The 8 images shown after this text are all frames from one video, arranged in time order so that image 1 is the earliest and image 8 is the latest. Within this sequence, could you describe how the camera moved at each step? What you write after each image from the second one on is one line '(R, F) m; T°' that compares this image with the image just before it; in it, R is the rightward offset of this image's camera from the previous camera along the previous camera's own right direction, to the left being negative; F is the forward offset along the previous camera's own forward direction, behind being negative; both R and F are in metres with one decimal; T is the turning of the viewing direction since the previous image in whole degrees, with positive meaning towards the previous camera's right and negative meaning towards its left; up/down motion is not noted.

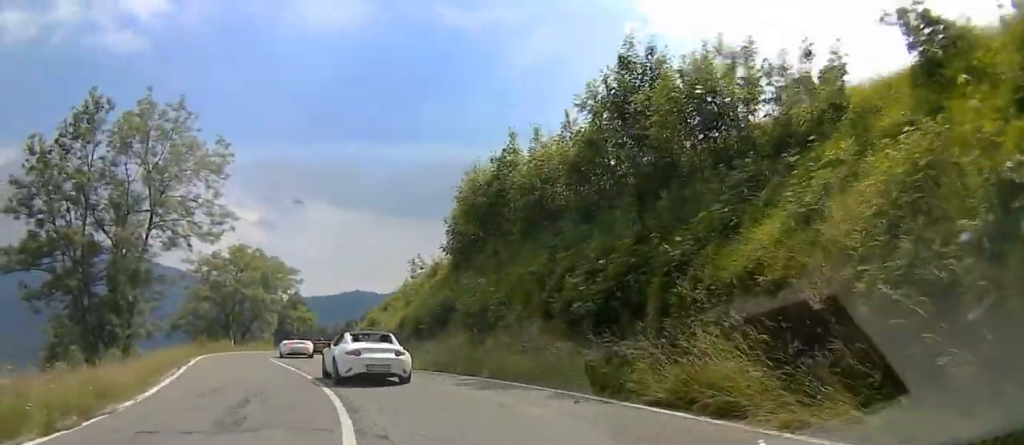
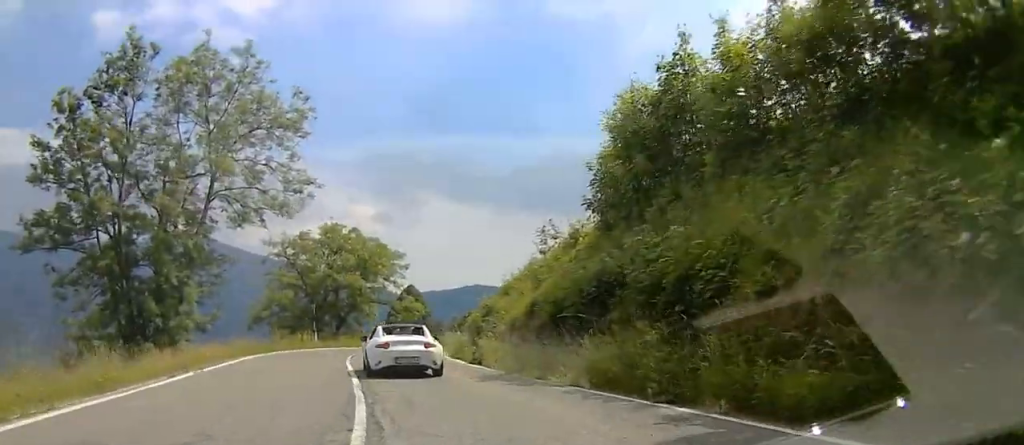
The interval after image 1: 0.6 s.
(0.0, +6.7) m; 0°
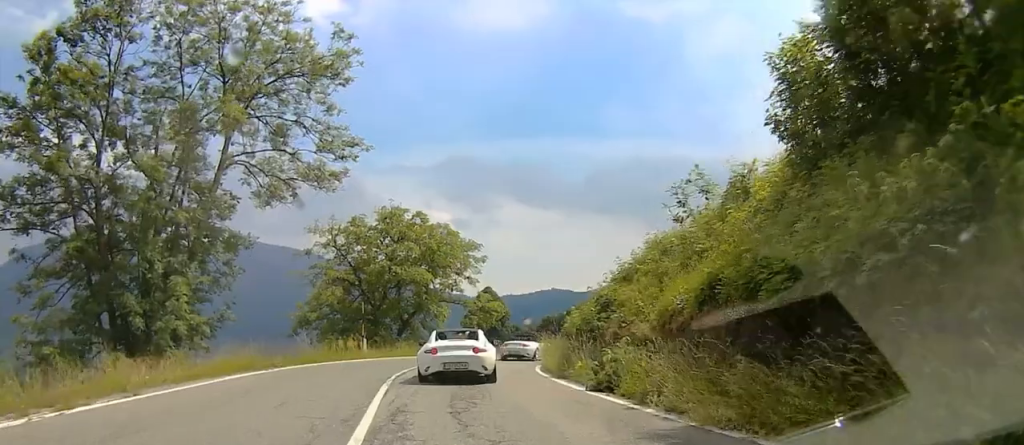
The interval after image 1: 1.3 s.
(0.0, +6.4) m; 0°
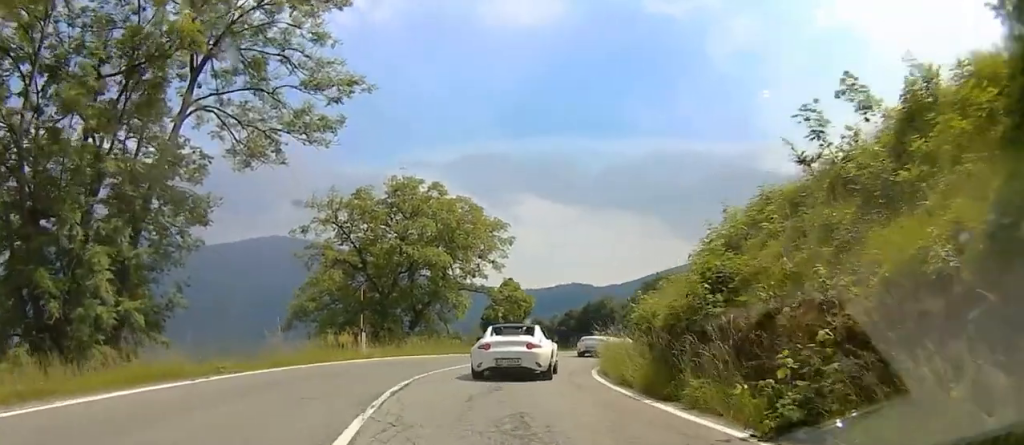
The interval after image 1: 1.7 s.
(0.0, +4.9) m; 0°
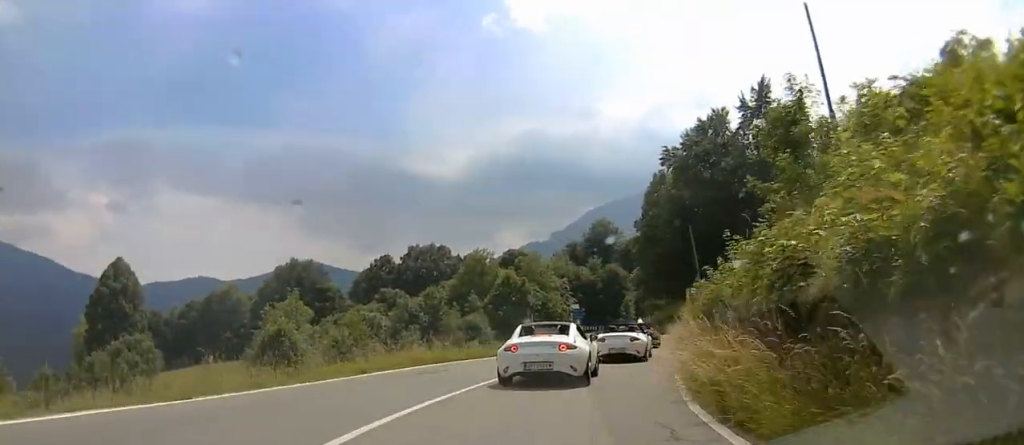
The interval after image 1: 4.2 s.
(0.0, +23.8) m; 0°
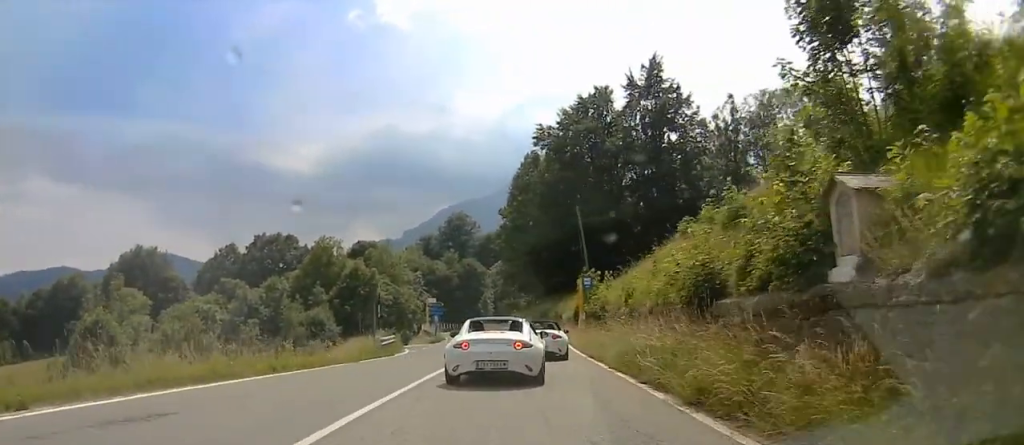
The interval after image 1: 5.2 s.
(0.0, +9.3) m; 0°
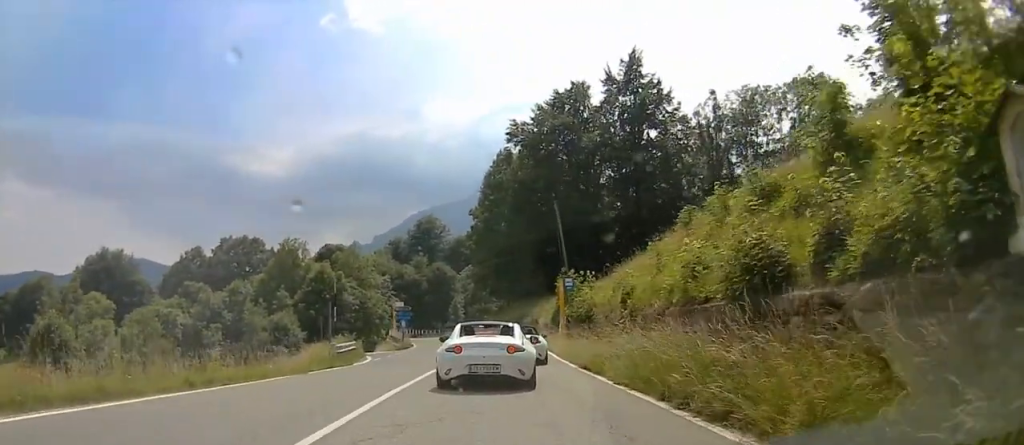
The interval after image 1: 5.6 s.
(0.0, +3.7) m; 0°
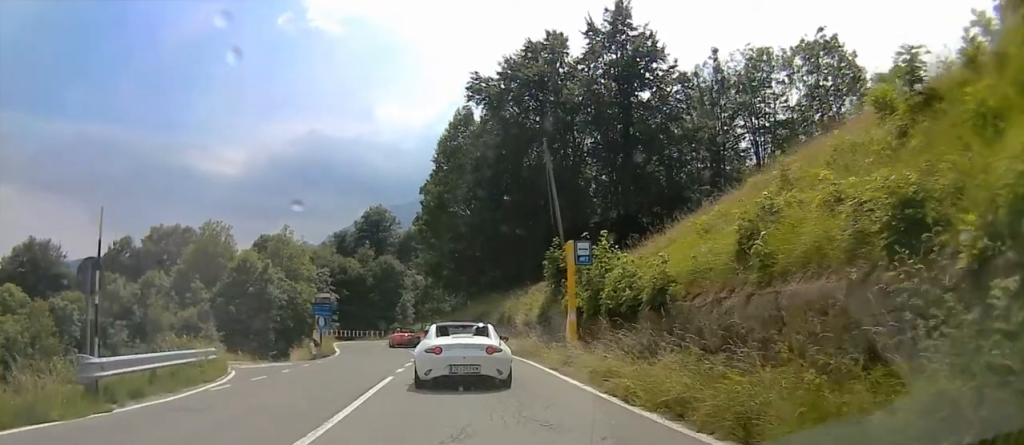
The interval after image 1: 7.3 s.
(+1.2, +14.9) m; +11°
